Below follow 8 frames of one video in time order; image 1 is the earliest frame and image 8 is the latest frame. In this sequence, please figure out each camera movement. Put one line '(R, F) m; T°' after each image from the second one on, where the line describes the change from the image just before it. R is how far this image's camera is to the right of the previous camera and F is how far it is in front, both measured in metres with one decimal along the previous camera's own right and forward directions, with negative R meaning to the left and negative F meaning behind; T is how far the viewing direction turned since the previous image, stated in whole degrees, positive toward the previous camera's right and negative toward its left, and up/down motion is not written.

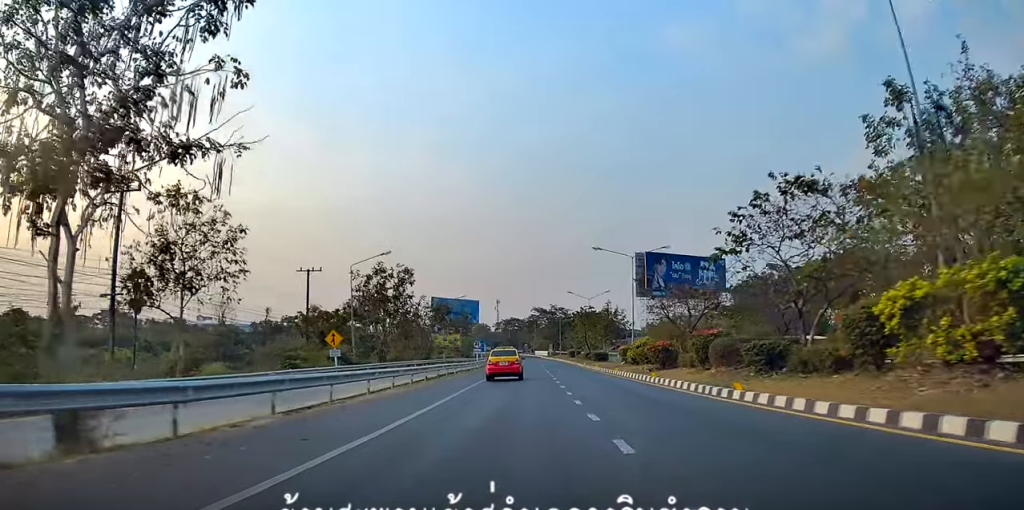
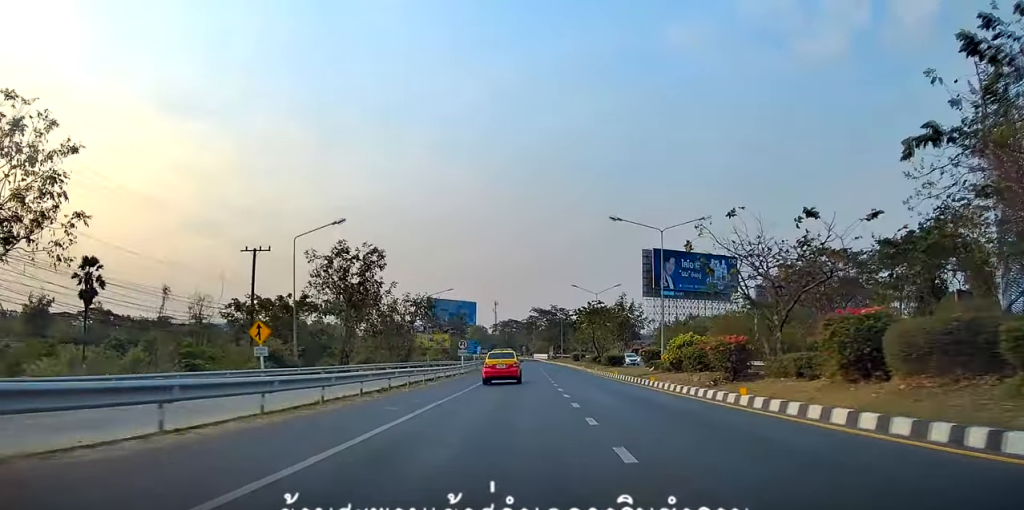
(0.0, +12.1) m; -1°
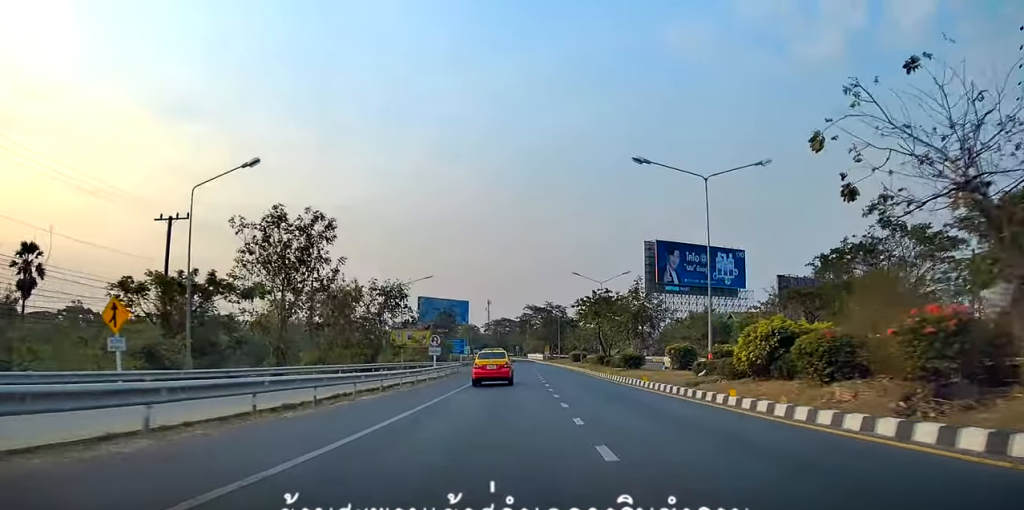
(-0.3, +11.9) m; +1°
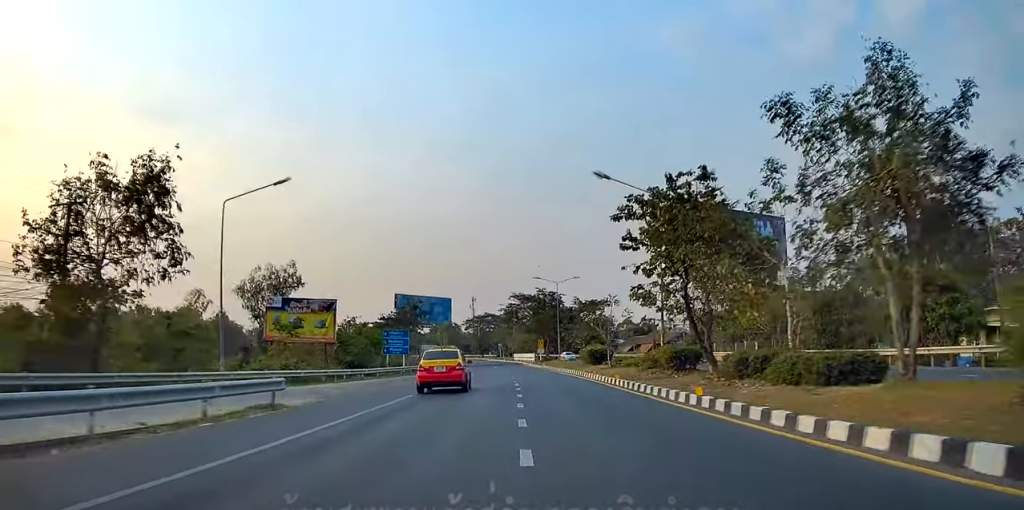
(+0.1, +36.1) m; 0°
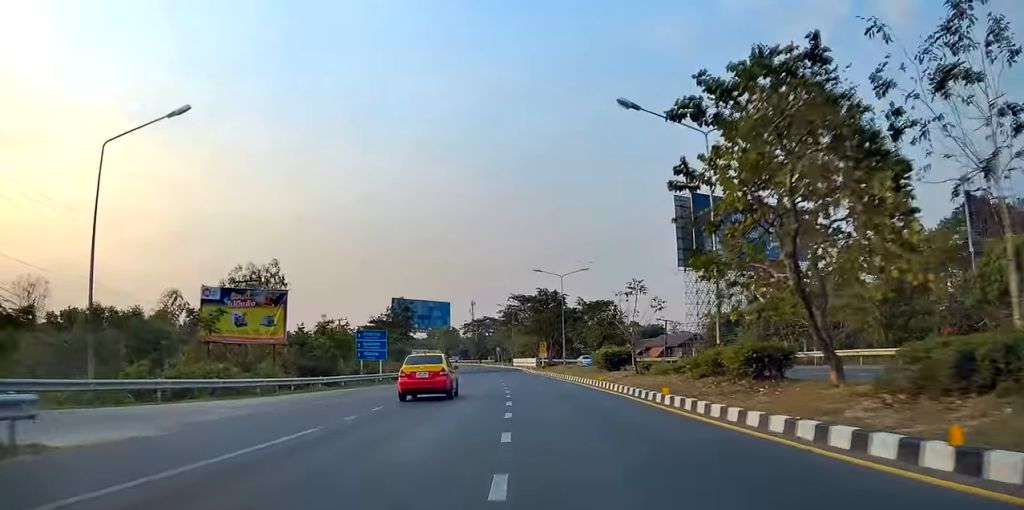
(+0.5, +9.5) m; 0°
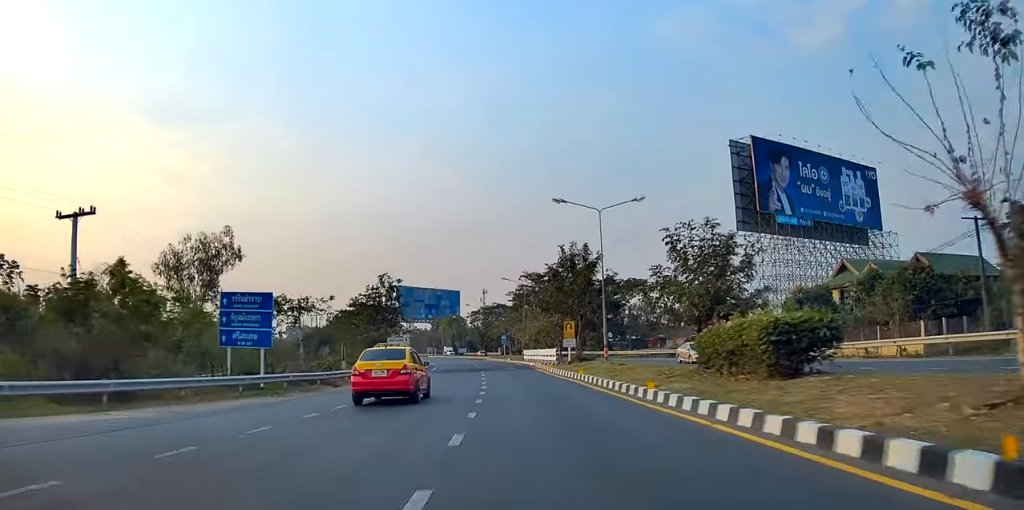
(-0.4, +24.6) m; 0°
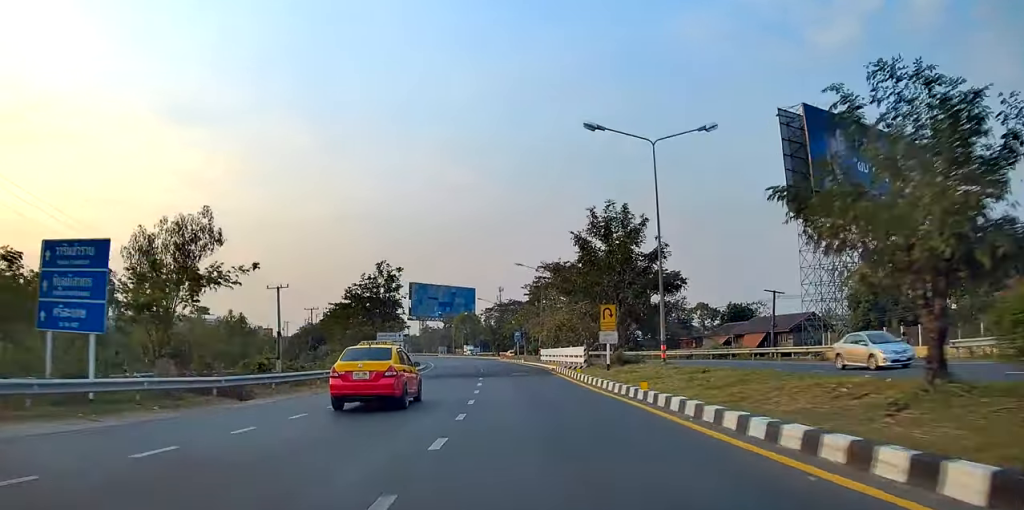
(+0.7, +12.4) m; 0°
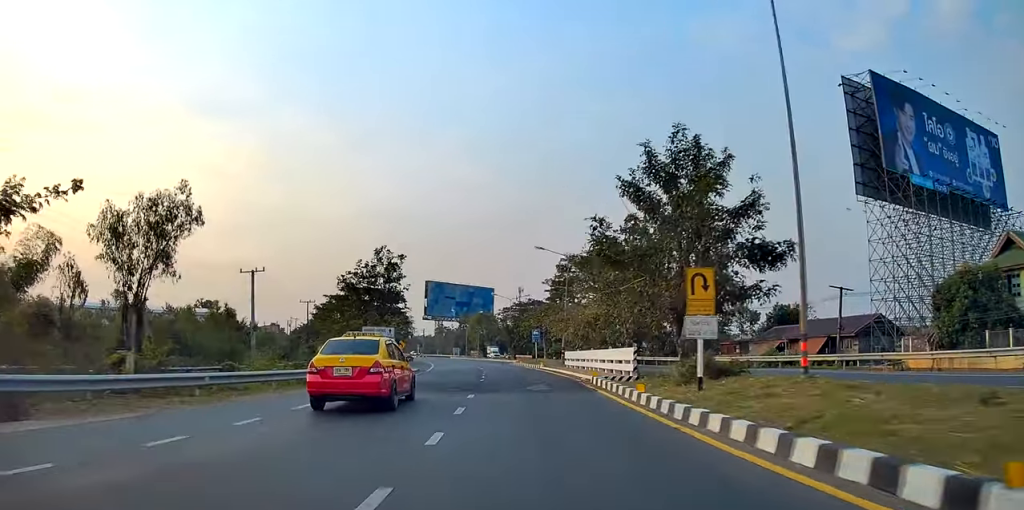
(-0.5, +11.6) m; 0°
